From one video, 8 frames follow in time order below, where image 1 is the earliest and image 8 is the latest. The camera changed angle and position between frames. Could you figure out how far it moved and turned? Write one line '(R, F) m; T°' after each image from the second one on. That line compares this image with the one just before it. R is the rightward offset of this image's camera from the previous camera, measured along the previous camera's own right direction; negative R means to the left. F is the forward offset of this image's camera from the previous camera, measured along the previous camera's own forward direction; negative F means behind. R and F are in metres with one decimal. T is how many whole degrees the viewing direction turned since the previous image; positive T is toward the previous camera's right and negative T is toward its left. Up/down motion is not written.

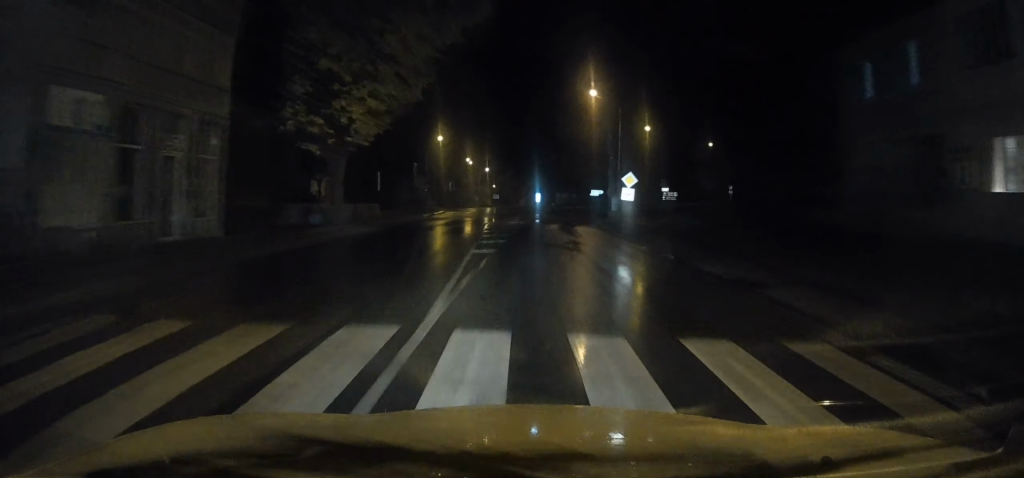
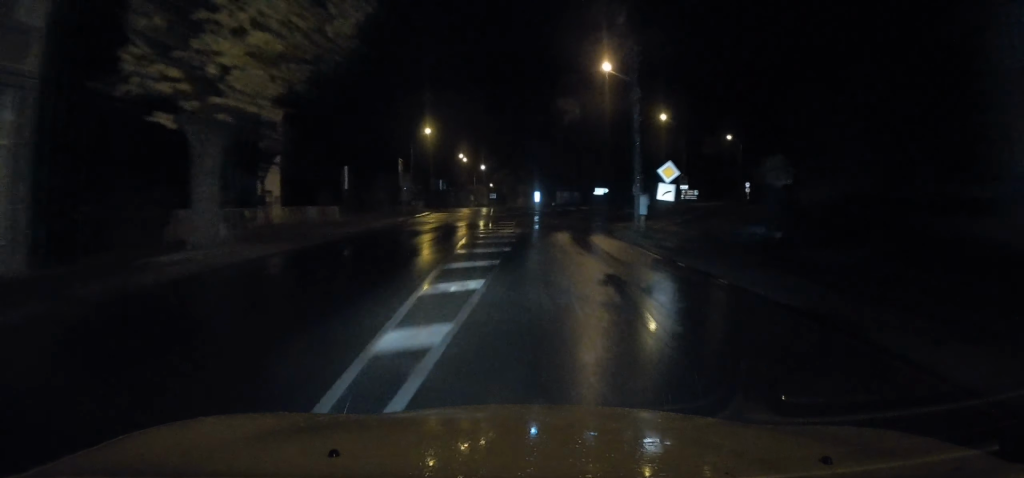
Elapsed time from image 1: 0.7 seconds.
(-0.1, +8.6) m; +1°
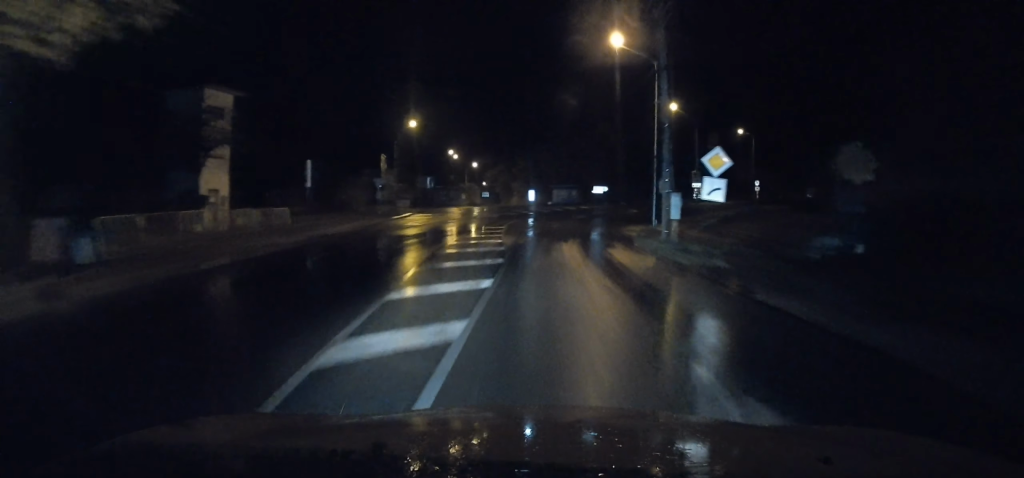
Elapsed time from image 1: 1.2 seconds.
(+0.1, +6.0) m; +1°
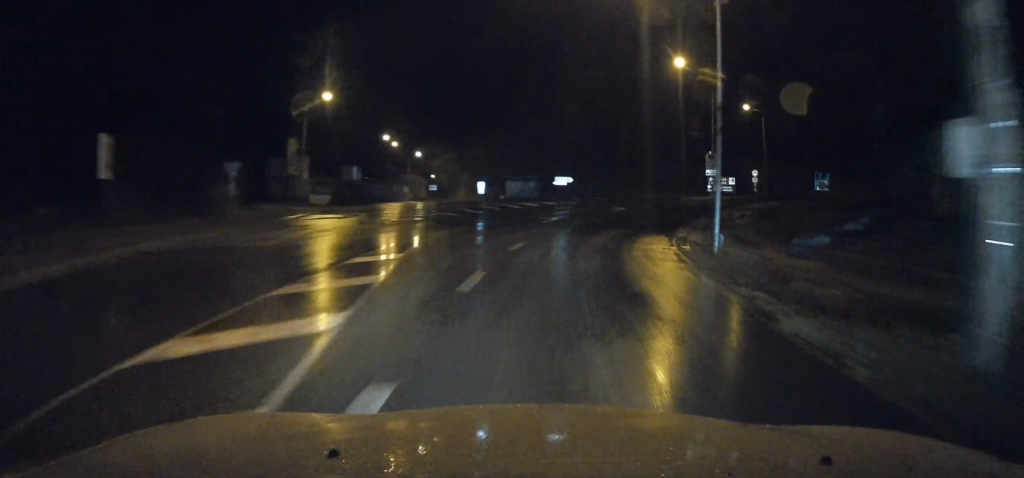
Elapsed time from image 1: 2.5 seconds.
(+0.5, +15.1) m; +5°
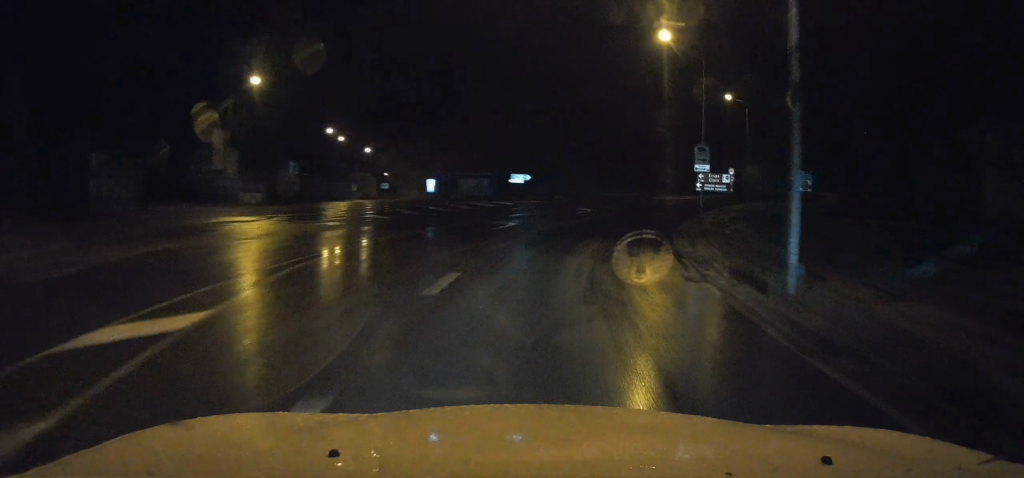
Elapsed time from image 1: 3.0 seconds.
(+0.2, +6.3) m; +3°
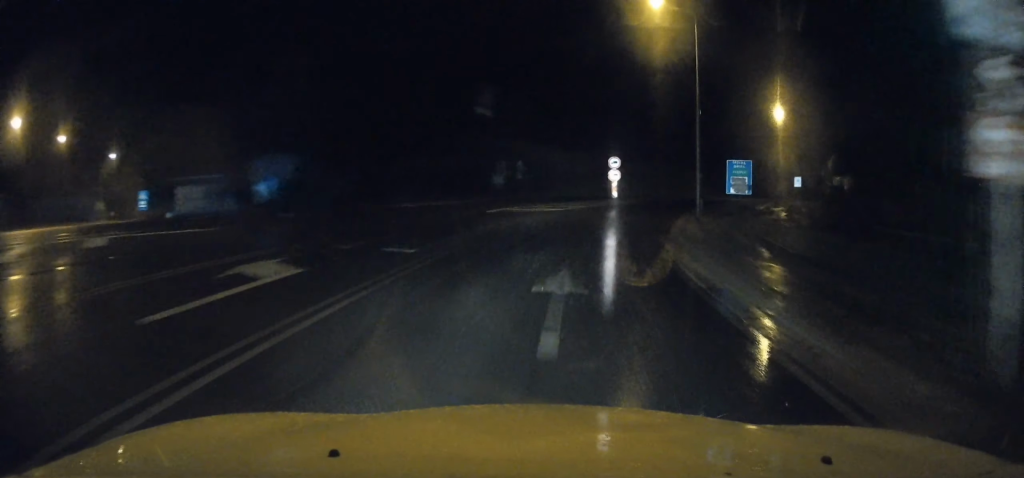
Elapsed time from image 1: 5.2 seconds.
(+4.1, +26.5) m; +18°
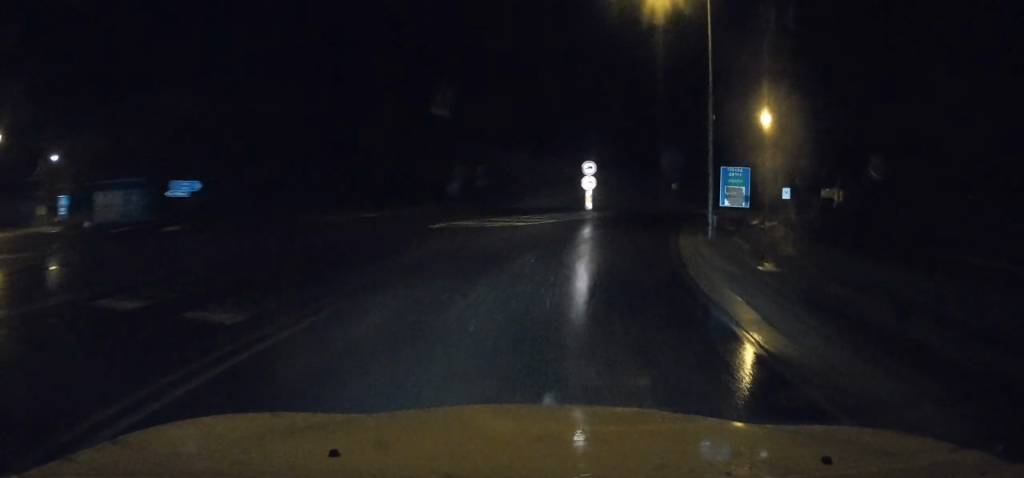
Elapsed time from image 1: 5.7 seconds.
(+0.1, +5.9) m; +4°
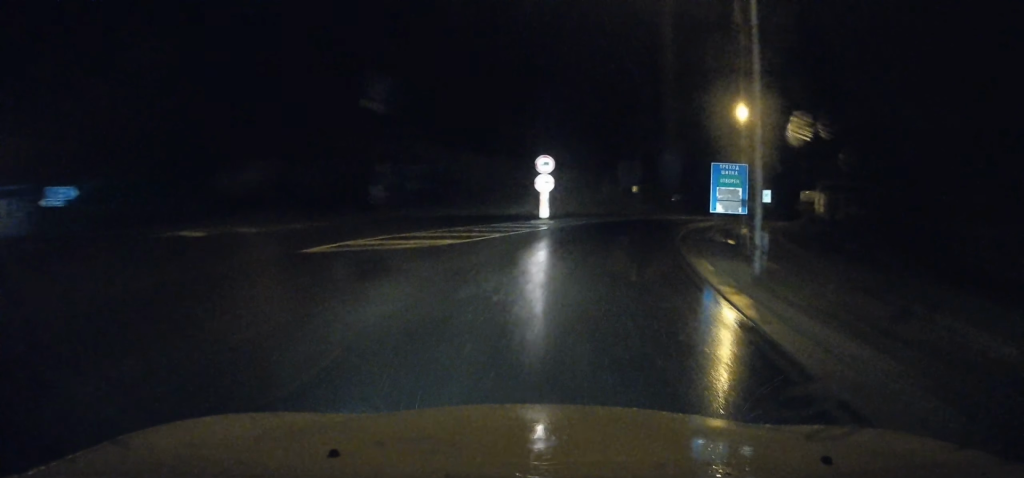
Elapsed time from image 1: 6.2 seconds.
(+0.4, +7.4) m; +4°
